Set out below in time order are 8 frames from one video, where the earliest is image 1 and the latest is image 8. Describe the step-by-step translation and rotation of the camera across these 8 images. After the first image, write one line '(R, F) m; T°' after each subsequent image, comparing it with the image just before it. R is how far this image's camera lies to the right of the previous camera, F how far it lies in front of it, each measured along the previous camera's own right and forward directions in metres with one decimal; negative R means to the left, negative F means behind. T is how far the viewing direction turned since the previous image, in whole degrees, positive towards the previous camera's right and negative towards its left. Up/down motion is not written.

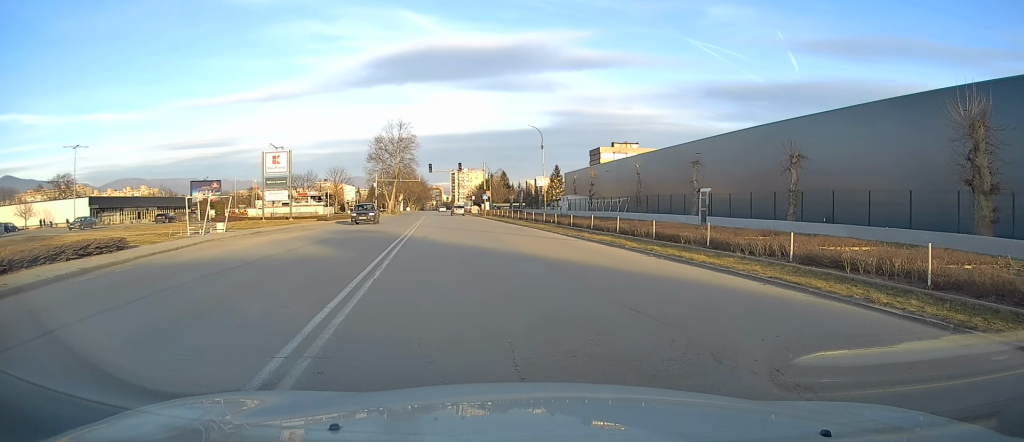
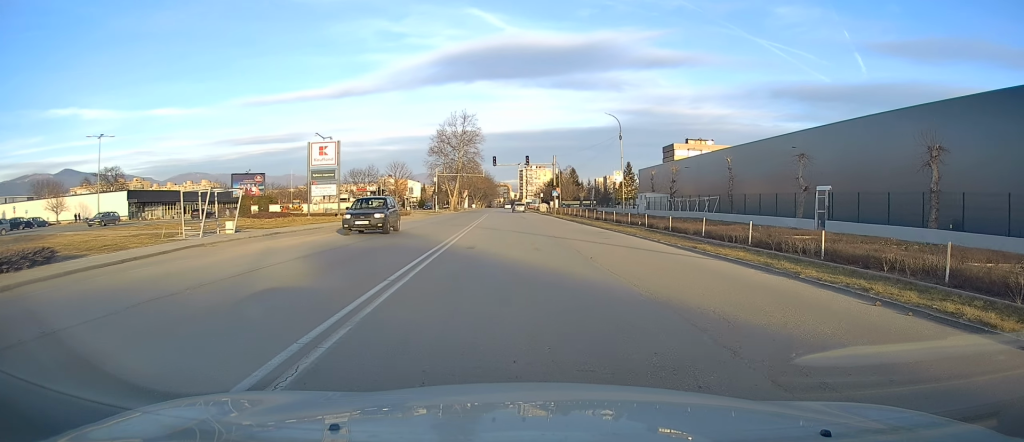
(0.0, +7.4) m; -3°
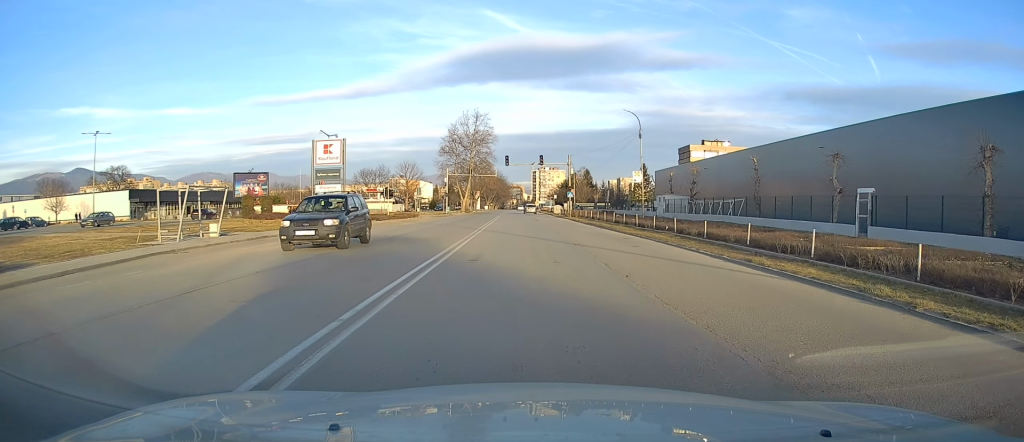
(-0.1, +3.1) m; -1°
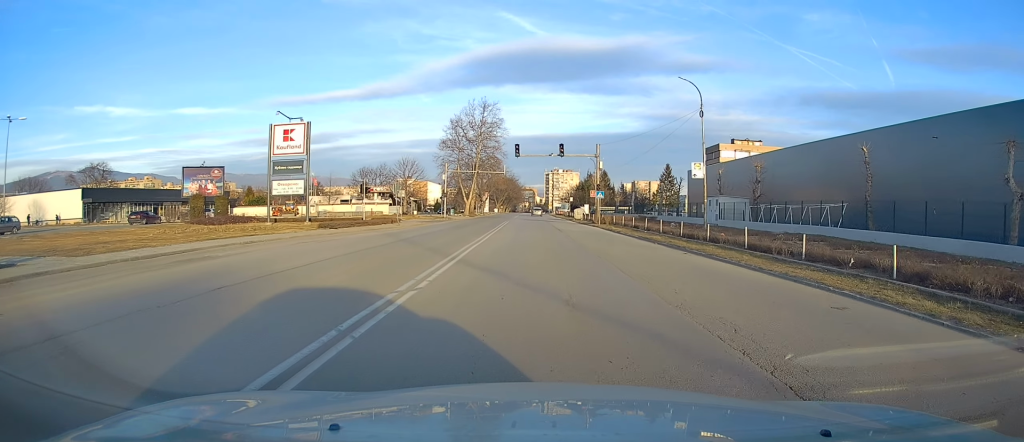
(-0.2, +15.9) m; -2°
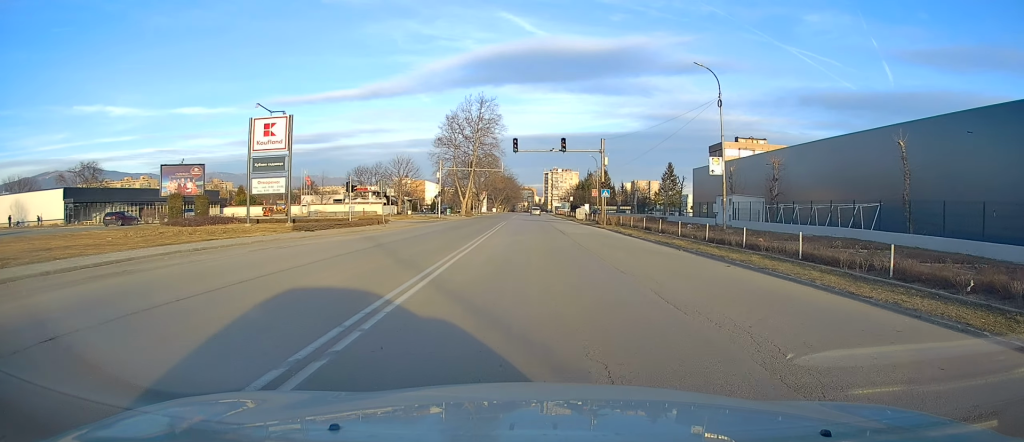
(-0.1, +4.0) m; -1°
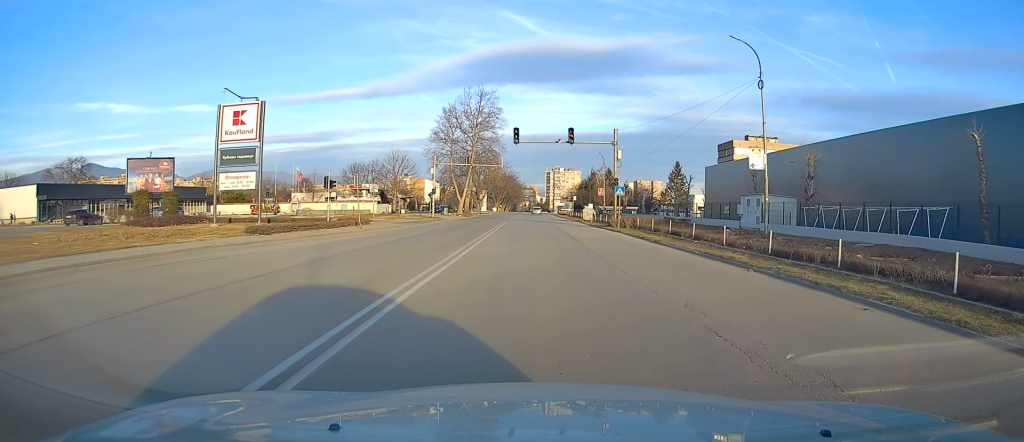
(0.0, +6.0) m; +1°
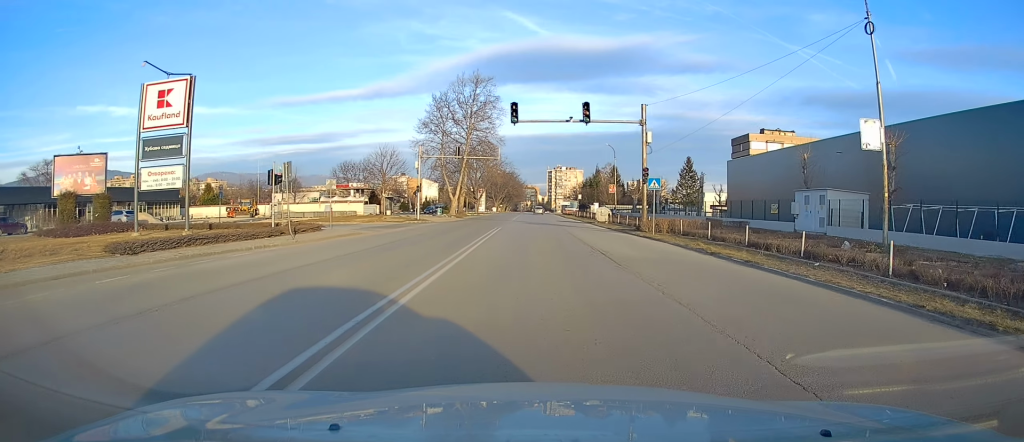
(+0.1, +10.2) m; +1°
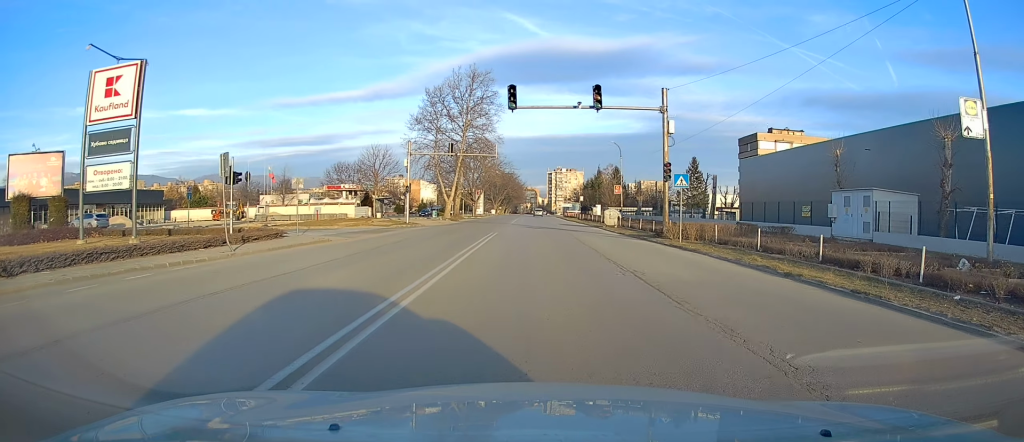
(0.0, +5.0) m; 0°
